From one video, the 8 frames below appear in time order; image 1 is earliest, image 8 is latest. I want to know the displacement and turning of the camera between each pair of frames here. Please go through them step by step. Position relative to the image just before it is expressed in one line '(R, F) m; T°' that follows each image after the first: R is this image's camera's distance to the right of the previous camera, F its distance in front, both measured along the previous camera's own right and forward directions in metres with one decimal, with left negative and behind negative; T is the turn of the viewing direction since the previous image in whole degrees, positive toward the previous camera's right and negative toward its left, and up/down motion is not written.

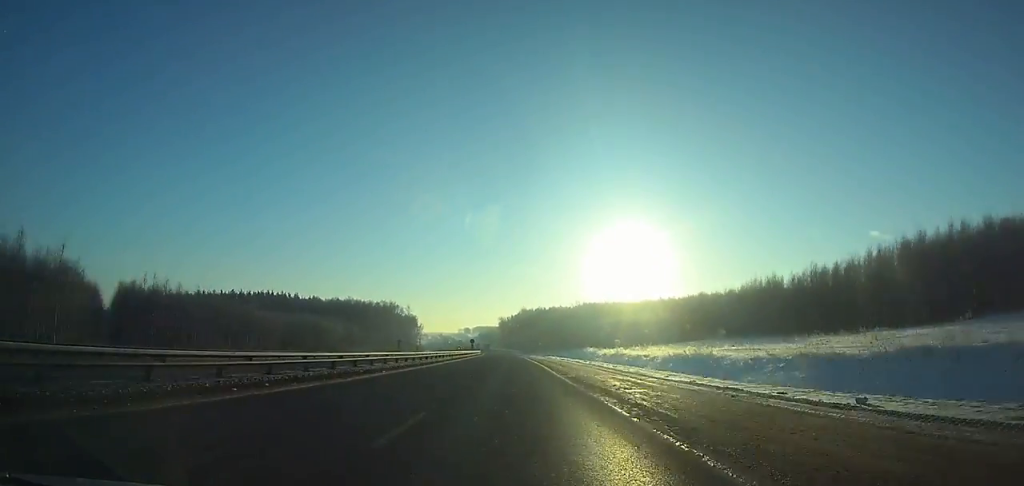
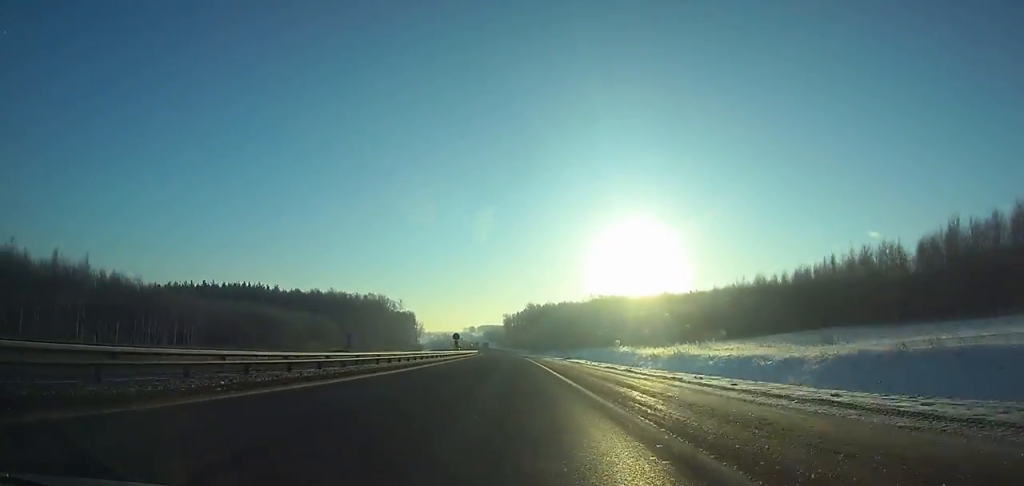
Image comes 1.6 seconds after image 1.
(-0.1, +37.7) m; 0°
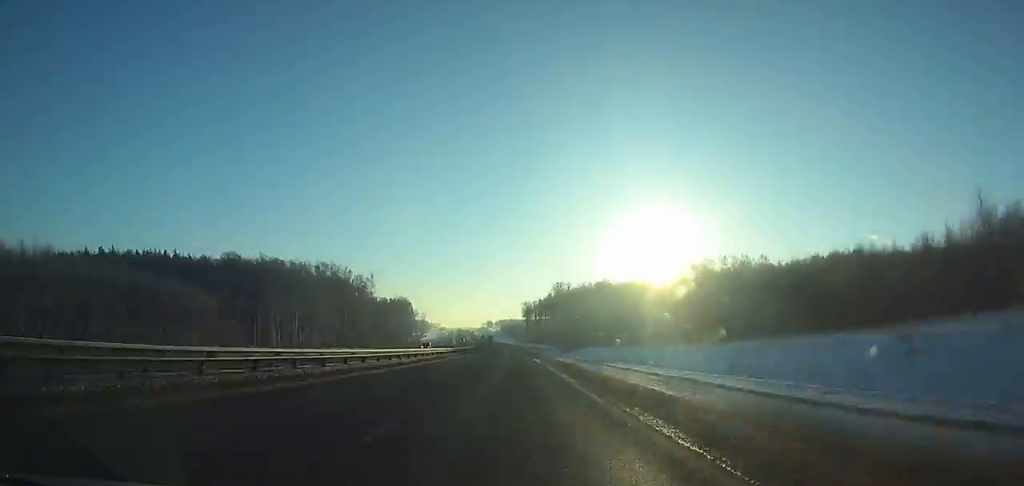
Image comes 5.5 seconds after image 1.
(-1.0, +91.9) m; -2°
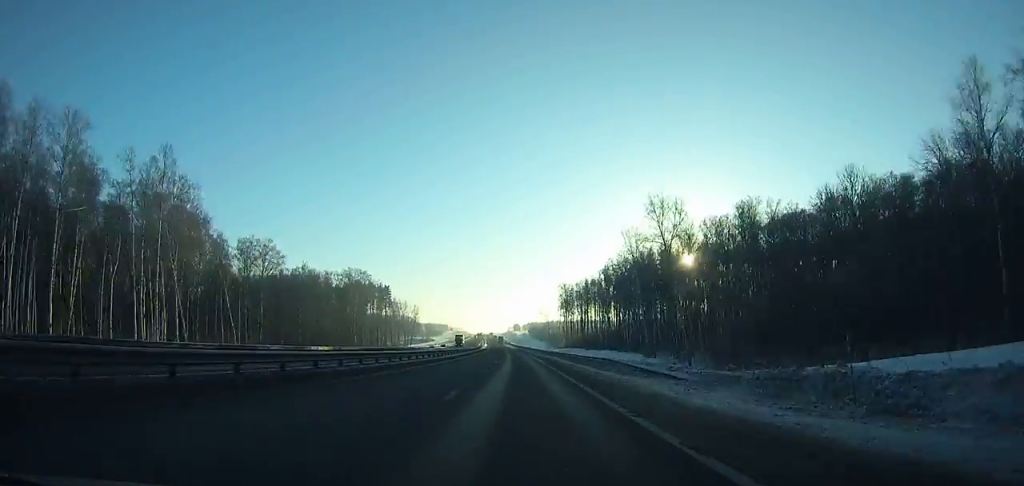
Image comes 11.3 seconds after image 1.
(-3.3, +135.8) m; -3°
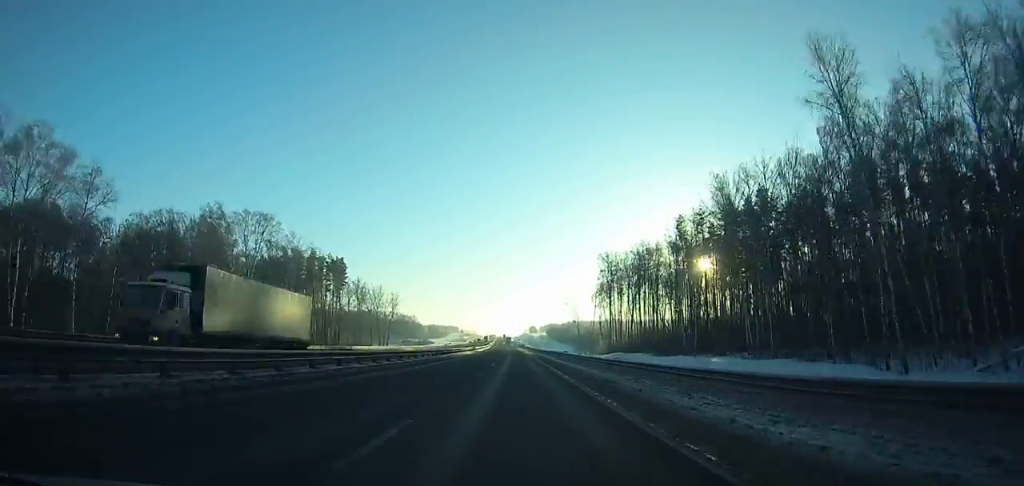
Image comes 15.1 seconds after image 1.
(-1.4, +88.4) m; -1°
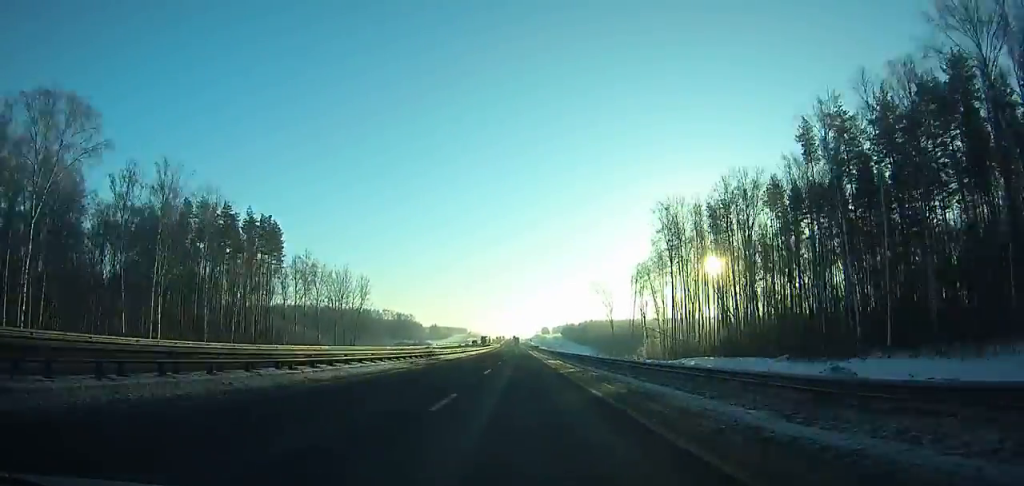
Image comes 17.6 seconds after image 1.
(-0.6, +58.1) m; -1°
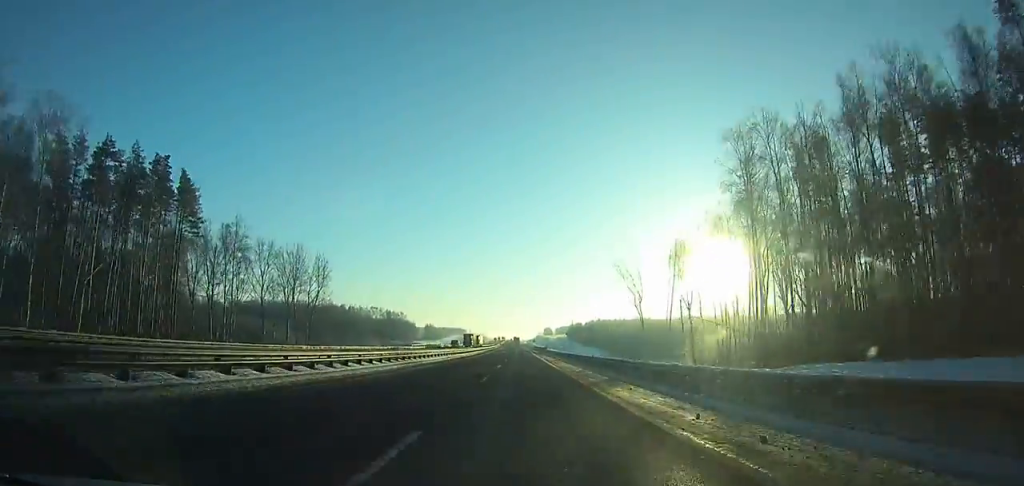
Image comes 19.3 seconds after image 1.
(0.0, +39.7) m; 0°
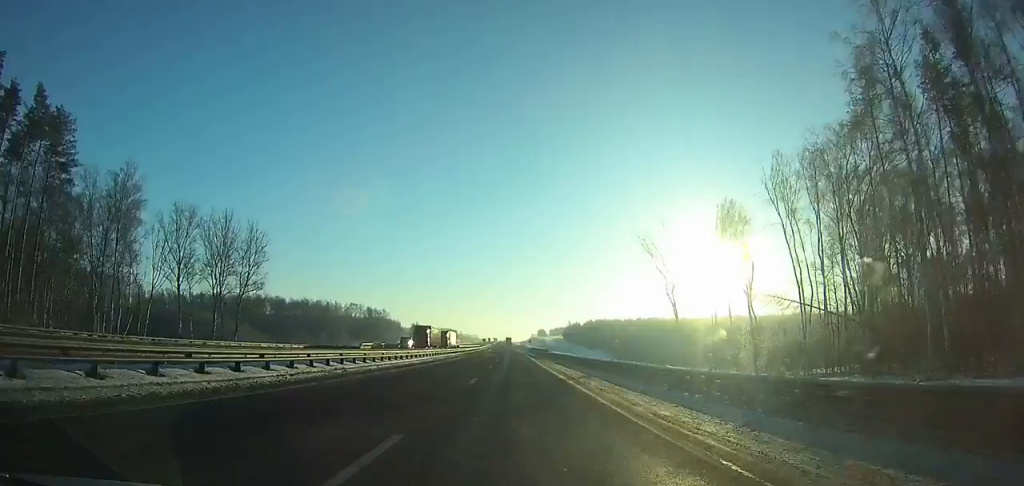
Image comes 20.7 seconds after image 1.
(0.0, +32.8) m; 0°
